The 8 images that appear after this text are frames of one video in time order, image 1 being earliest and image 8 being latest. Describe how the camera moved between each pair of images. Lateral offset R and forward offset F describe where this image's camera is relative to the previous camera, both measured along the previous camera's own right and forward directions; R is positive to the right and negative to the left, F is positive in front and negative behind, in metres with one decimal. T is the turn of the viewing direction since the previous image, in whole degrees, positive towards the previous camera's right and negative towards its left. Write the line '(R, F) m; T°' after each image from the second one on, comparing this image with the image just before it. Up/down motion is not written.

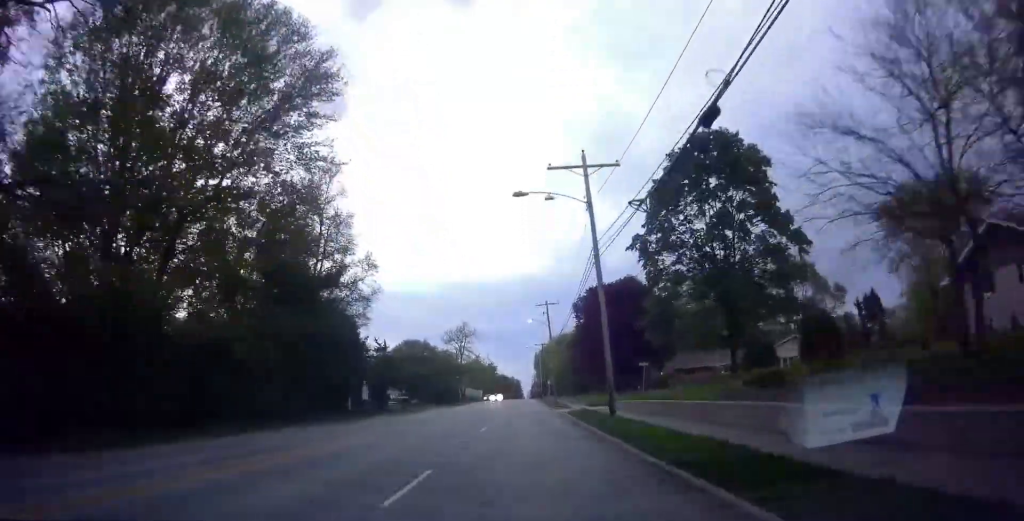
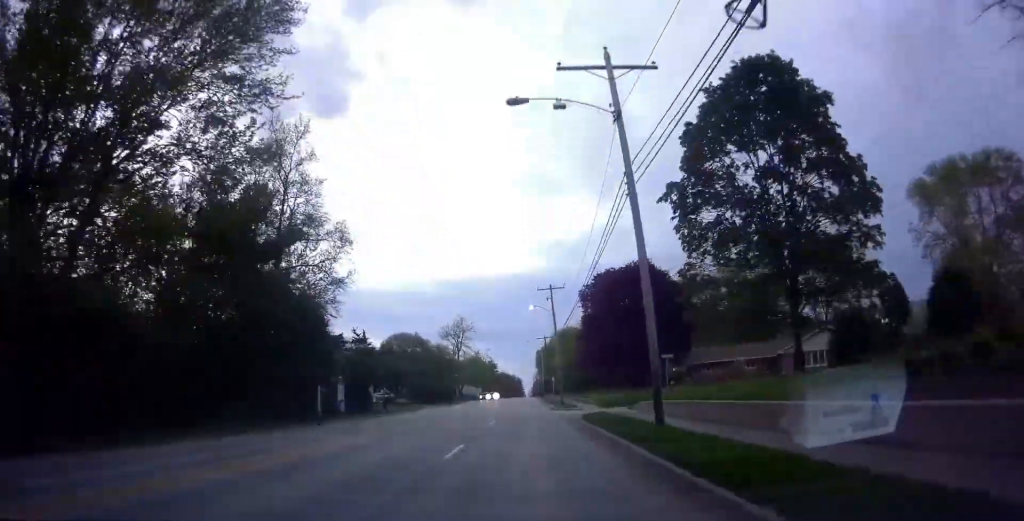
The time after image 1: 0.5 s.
(0.0, +7.9) m; 0°
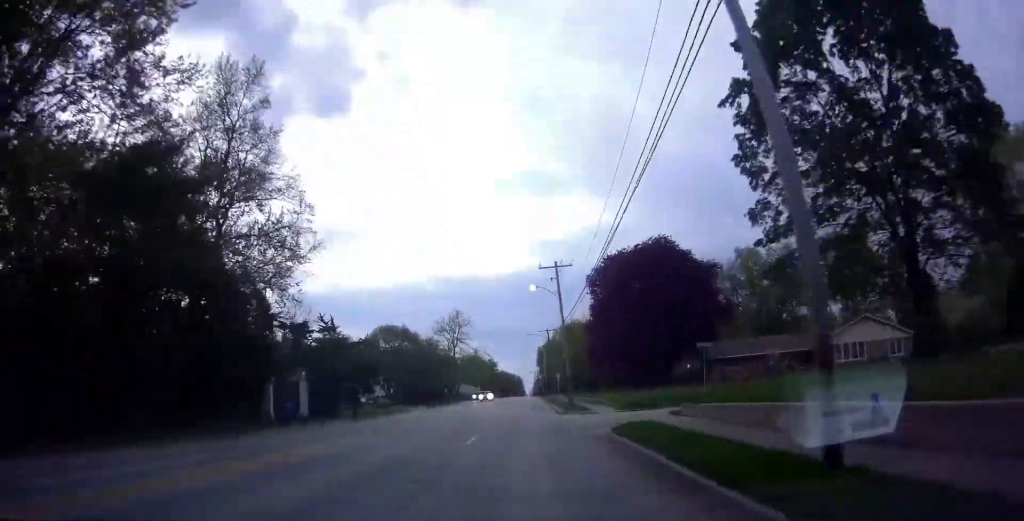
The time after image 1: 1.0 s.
(0.0, +8.5) m; 0°
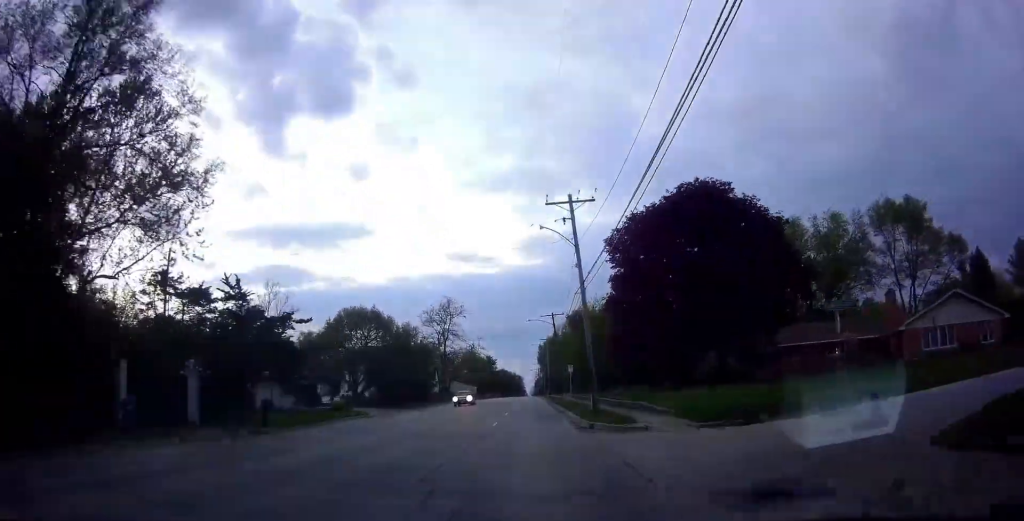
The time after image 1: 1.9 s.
(0.0, +14.4) m; 0°
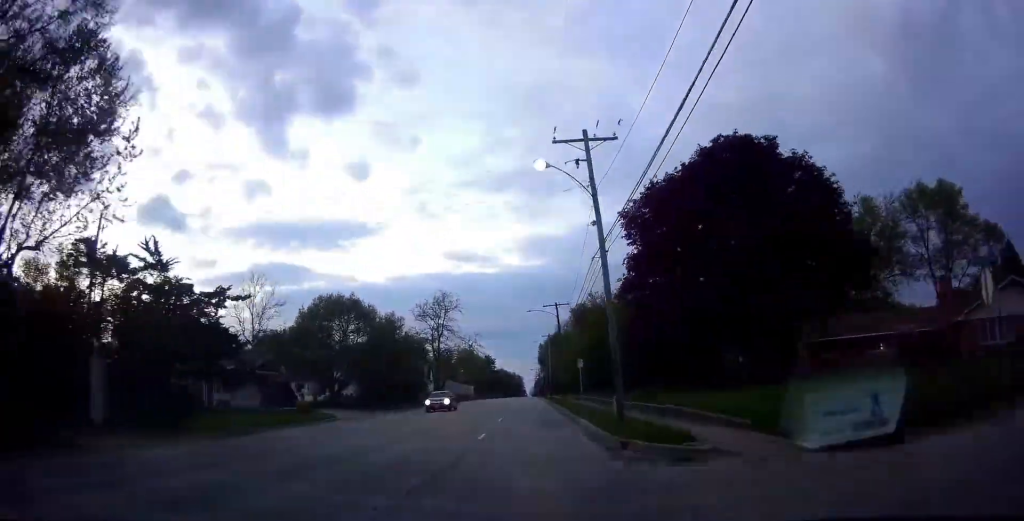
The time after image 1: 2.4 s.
(0.0, +7.5) m; 0°
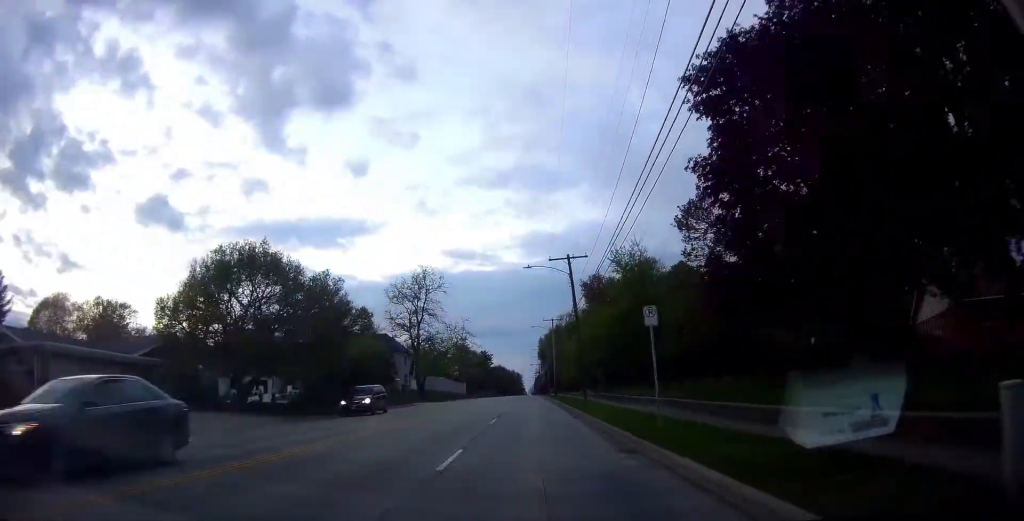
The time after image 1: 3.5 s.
(0.0, +17.9) m; 0°
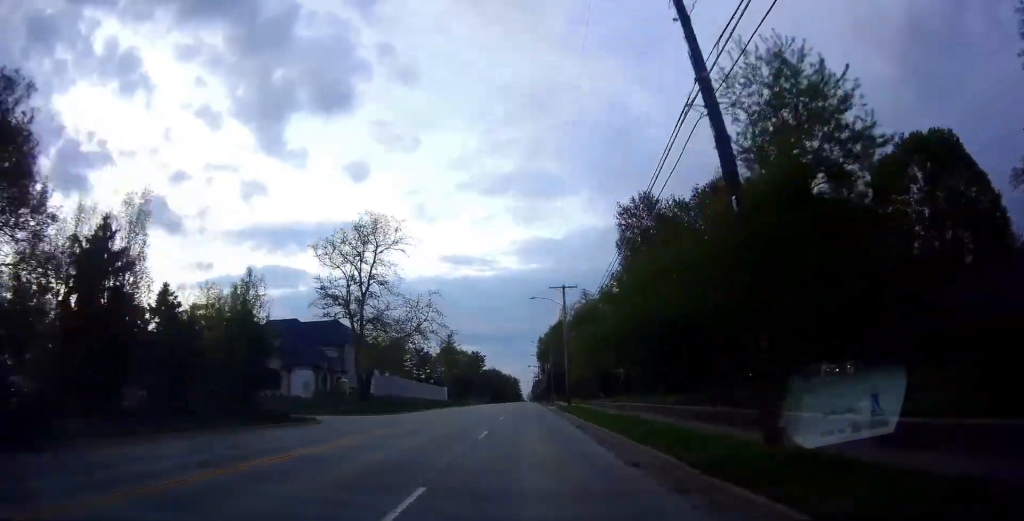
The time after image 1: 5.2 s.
(0.0, +28.5) m; 0°
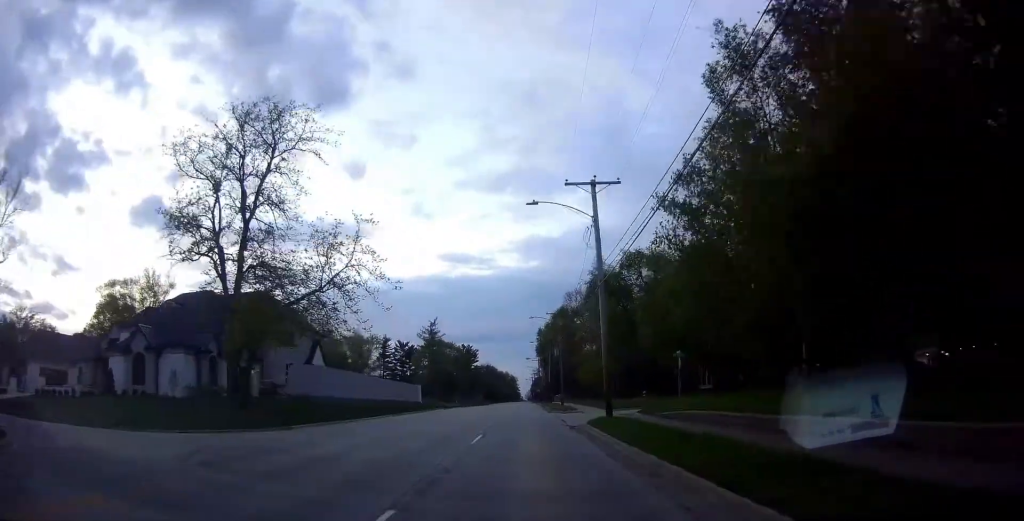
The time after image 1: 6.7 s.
(0.0, +25.1) m; 0°
